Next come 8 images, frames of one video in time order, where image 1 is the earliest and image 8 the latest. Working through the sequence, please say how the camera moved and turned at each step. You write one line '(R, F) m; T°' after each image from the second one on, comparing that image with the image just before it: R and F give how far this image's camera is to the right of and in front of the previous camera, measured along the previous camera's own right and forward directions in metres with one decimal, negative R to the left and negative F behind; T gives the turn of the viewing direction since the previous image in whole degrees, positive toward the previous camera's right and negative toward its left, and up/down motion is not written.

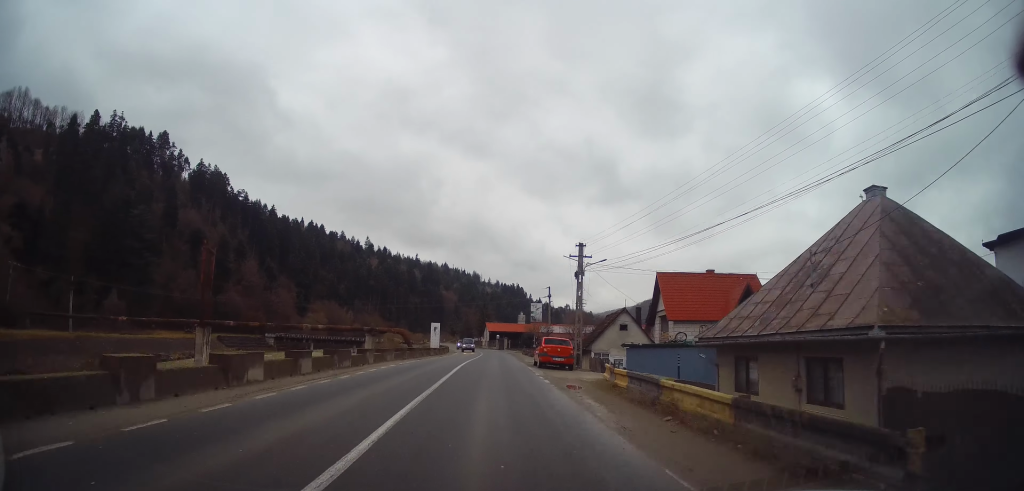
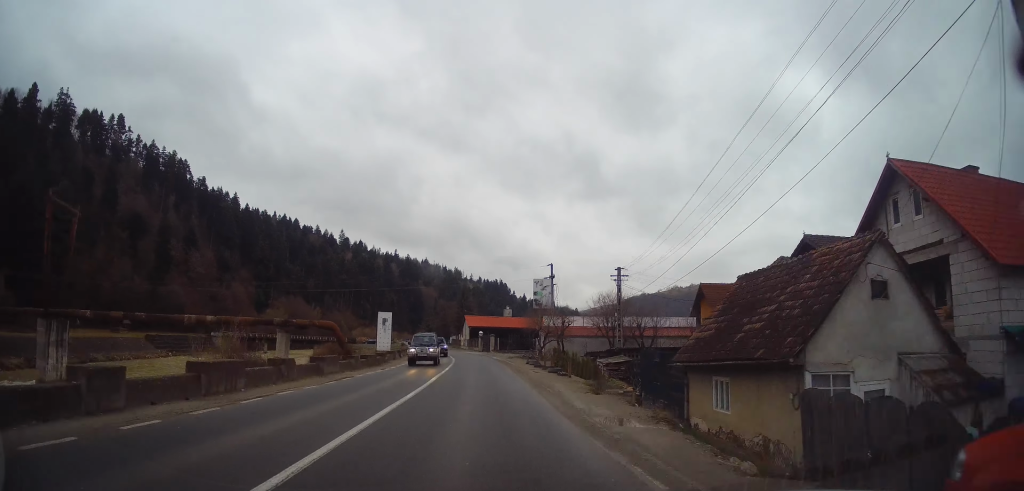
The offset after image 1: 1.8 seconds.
(+1.0, +27.7) m; +3°
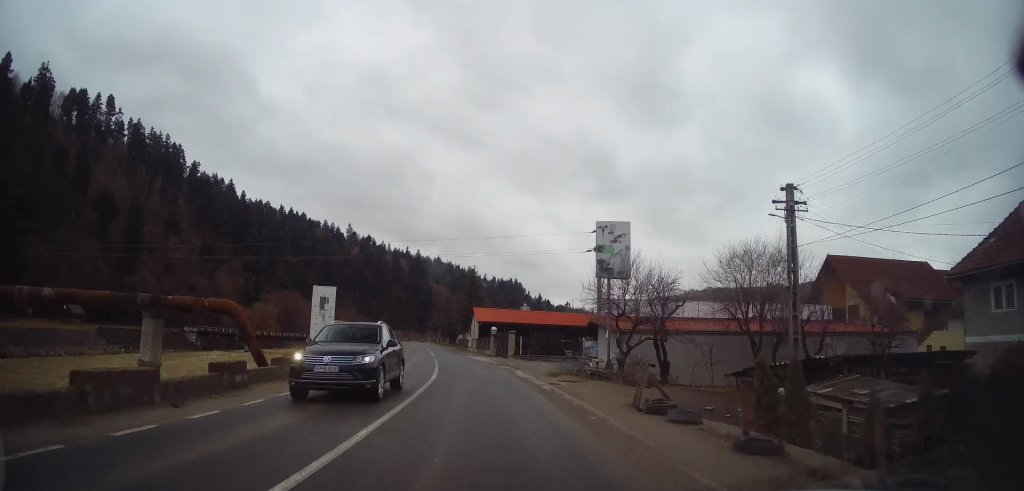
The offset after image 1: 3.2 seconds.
(-0.3, +22.3) m; -3°
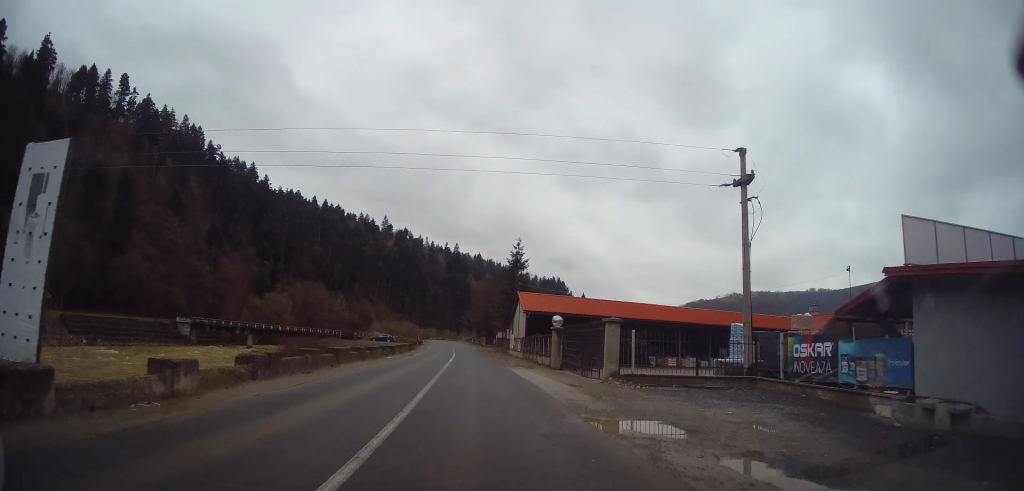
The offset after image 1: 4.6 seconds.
(-1.2, +22.0) m; -4°
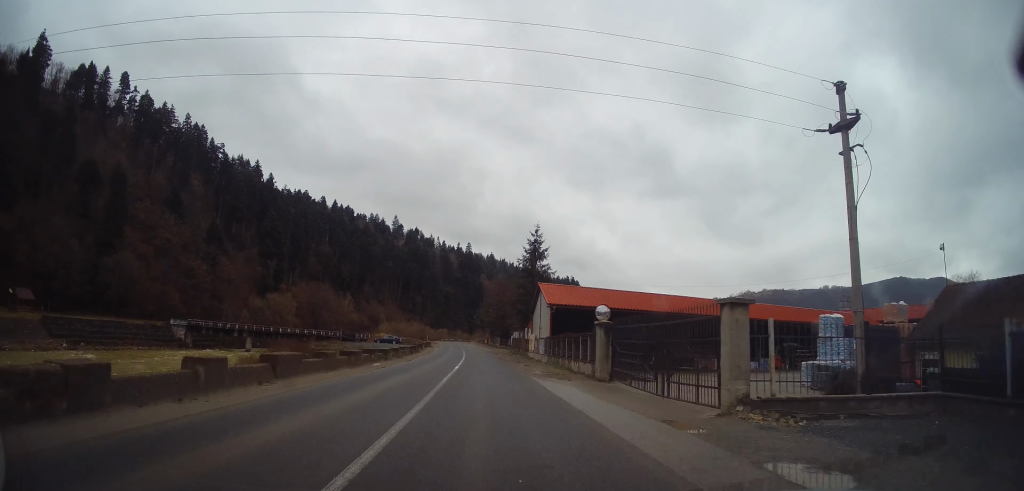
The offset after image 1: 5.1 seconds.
(+0.1, +8.0) m; 0°
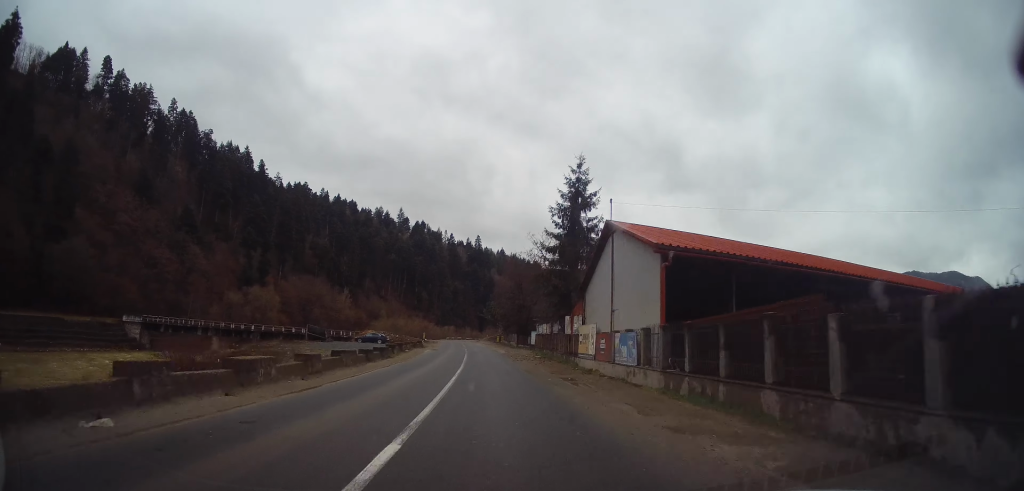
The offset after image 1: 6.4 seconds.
(0.0, +20.5) m; -2°
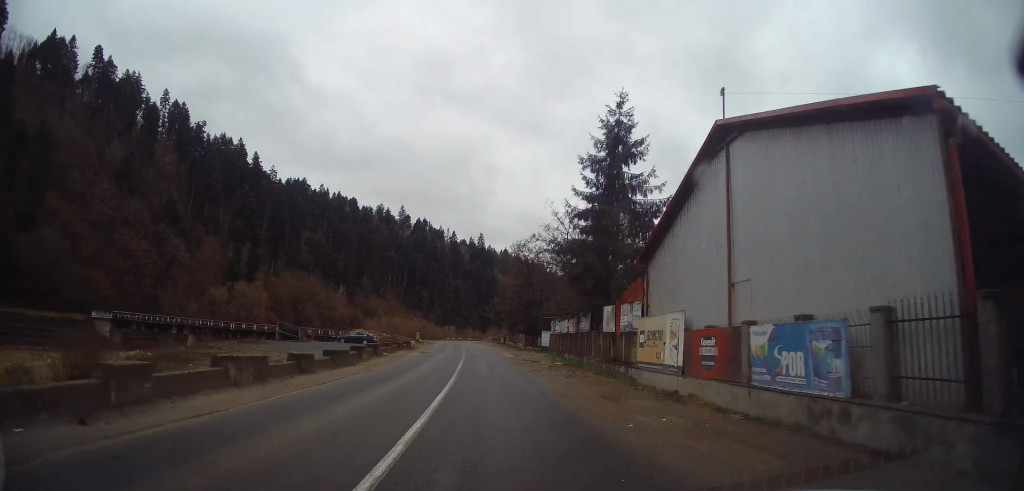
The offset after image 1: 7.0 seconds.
(-0.1, +9.8) m; -1°
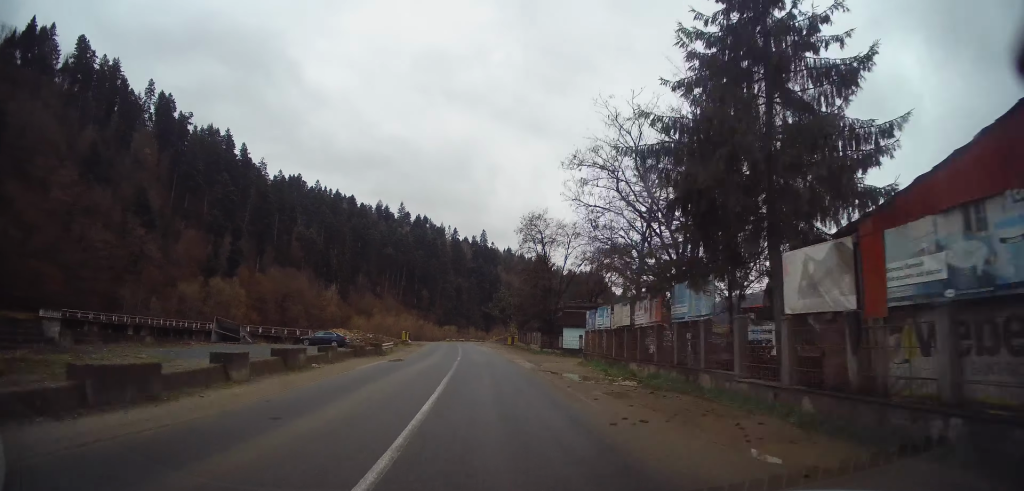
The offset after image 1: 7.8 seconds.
(-0.2, +13.8) m; 0°
